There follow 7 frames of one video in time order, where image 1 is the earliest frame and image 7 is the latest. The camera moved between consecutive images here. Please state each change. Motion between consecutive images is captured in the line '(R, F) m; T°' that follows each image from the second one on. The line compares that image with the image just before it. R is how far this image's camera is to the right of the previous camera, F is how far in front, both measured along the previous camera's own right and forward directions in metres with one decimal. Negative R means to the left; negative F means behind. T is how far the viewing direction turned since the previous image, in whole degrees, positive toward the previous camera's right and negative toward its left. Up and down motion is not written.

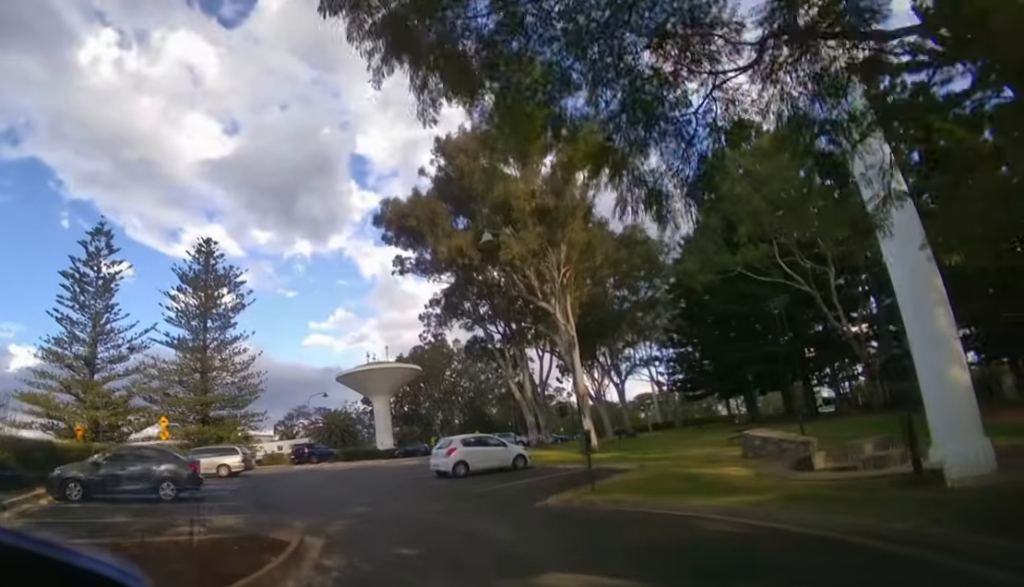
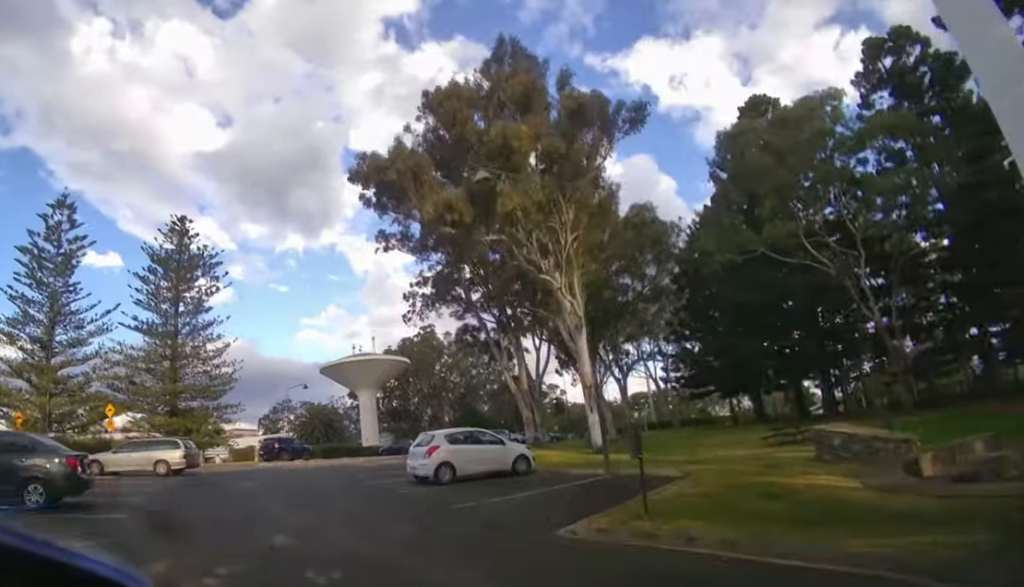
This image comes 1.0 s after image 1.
(+0.1, +3.7) m; +2°
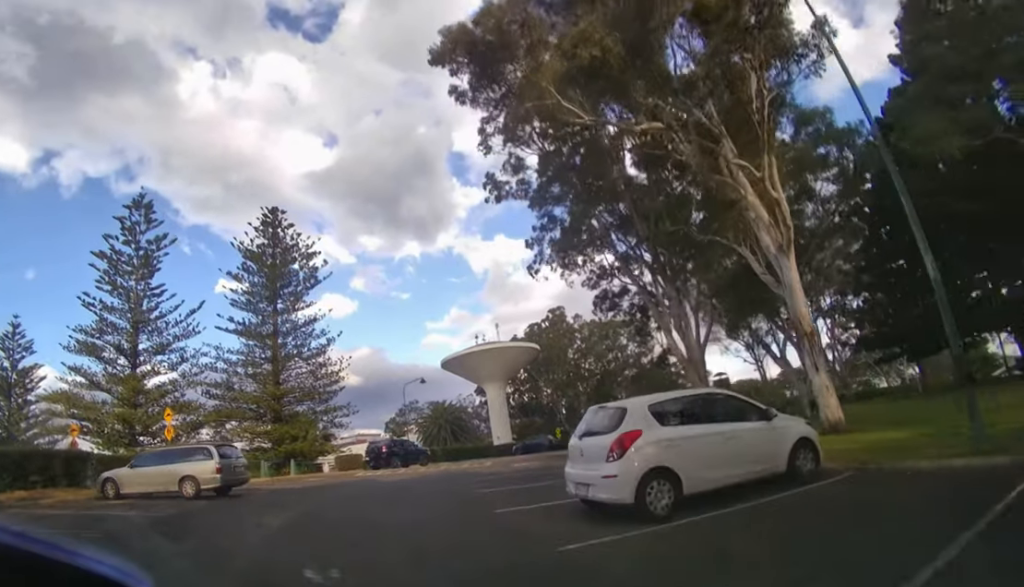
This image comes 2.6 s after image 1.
(-0.4, +7.3) m; -9°
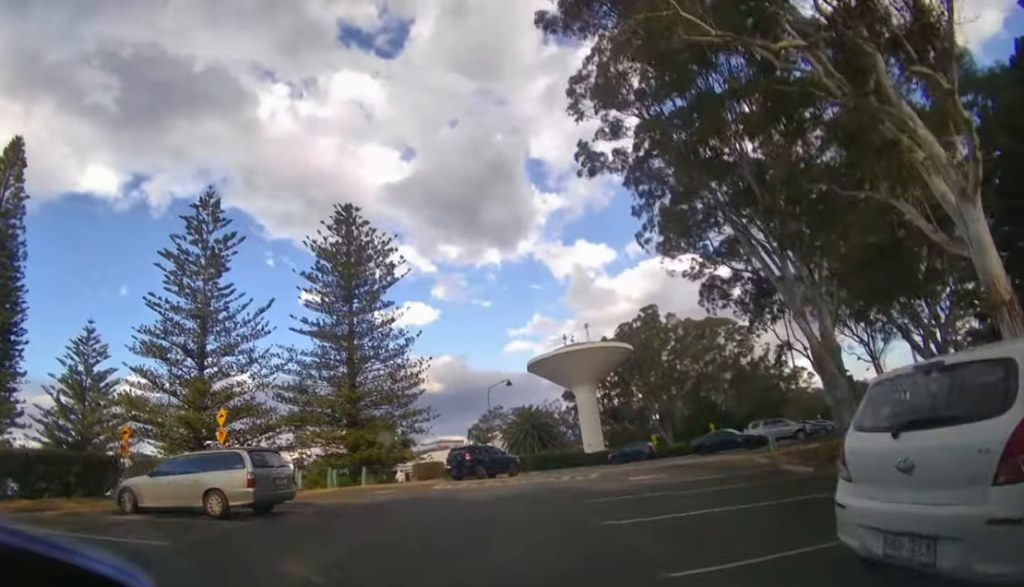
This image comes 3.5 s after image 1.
(-0.3, +3.9) m; -6°
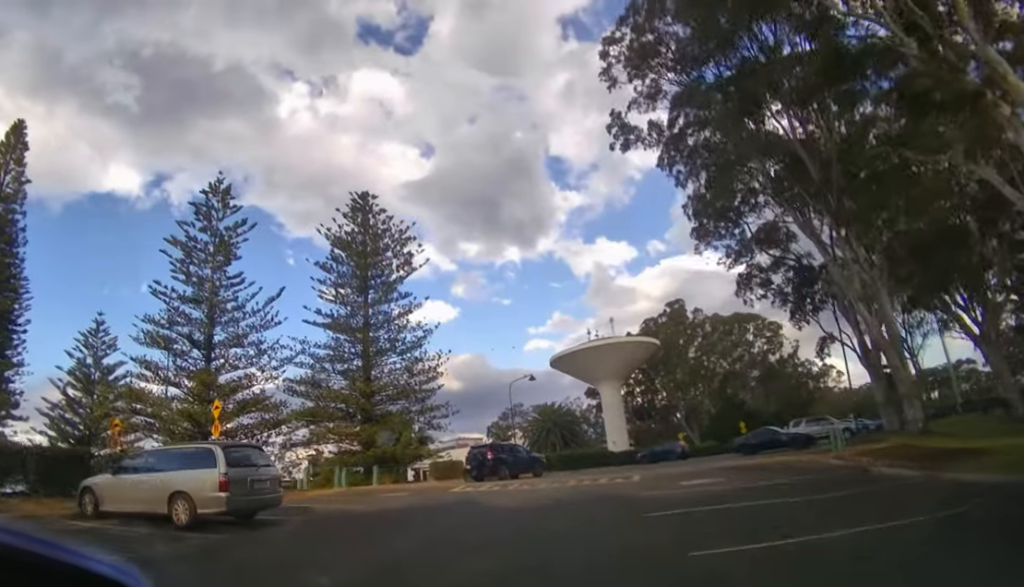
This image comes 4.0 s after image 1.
(-0.1, +2.3) m; -3°
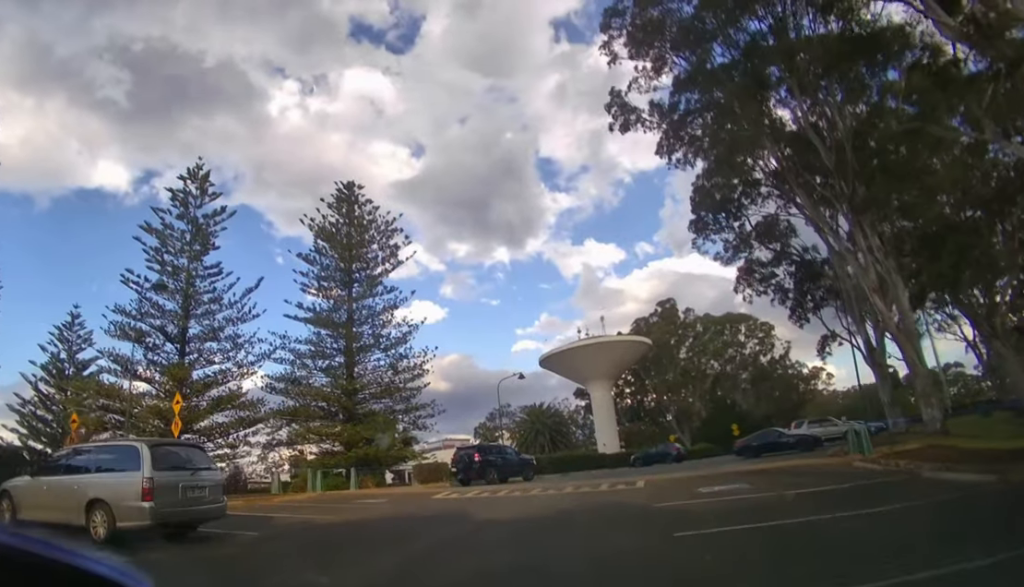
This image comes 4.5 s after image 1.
(-0.1, +1.9) m; +1°
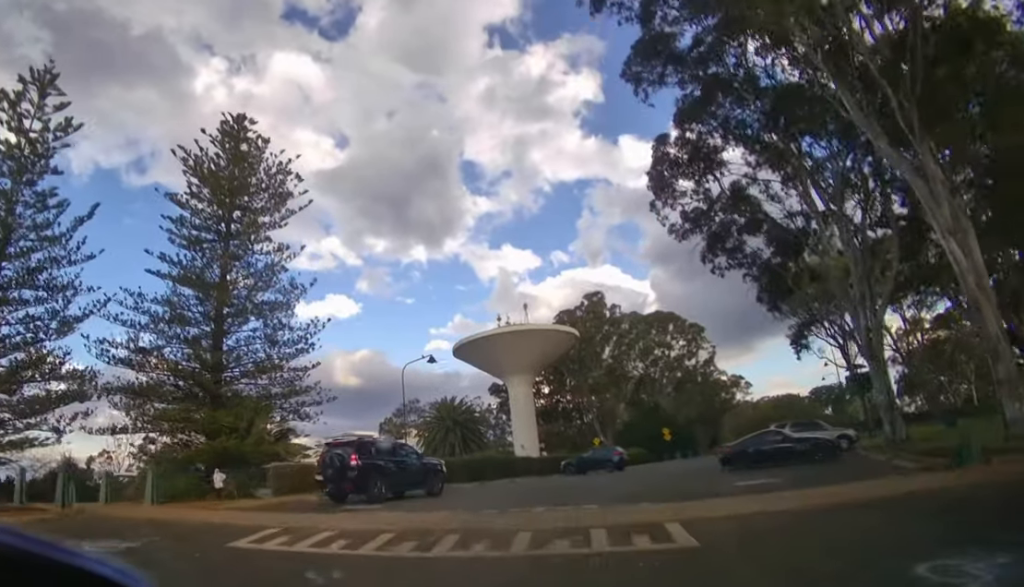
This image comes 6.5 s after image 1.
(+0.6, +8.6) m; +9°
